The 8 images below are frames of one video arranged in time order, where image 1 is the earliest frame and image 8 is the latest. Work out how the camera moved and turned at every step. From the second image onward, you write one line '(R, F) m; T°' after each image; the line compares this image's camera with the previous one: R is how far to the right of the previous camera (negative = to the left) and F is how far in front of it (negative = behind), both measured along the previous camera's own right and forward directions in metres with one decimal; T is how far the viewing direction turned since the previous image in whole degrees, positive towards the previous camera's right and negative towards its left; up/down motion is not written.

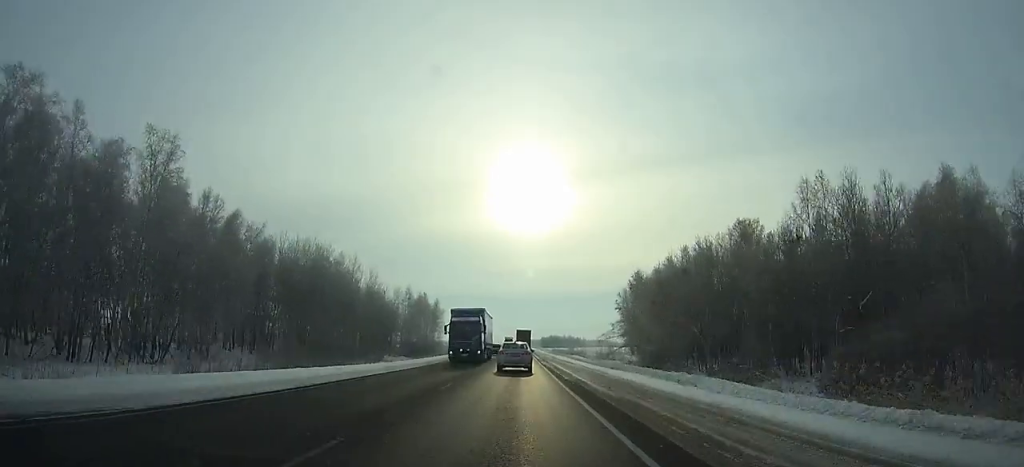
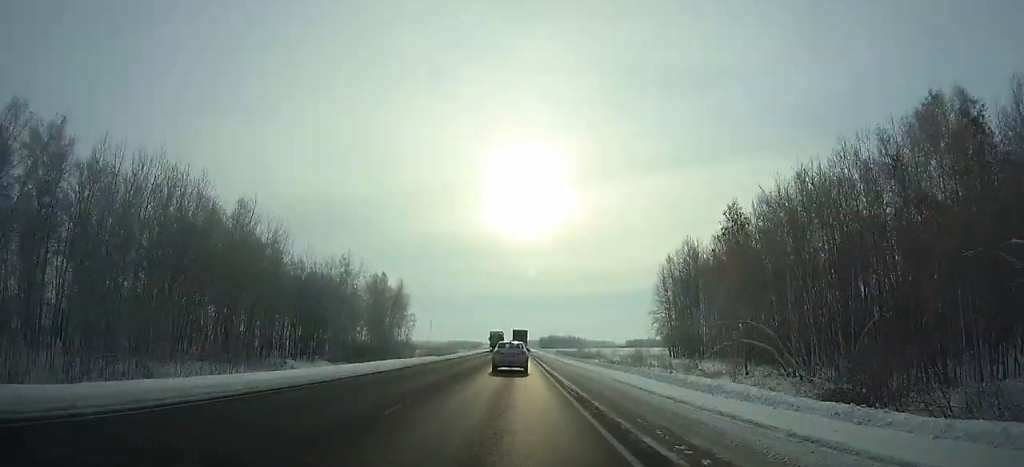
(+0.1, +42.3) m; 0°
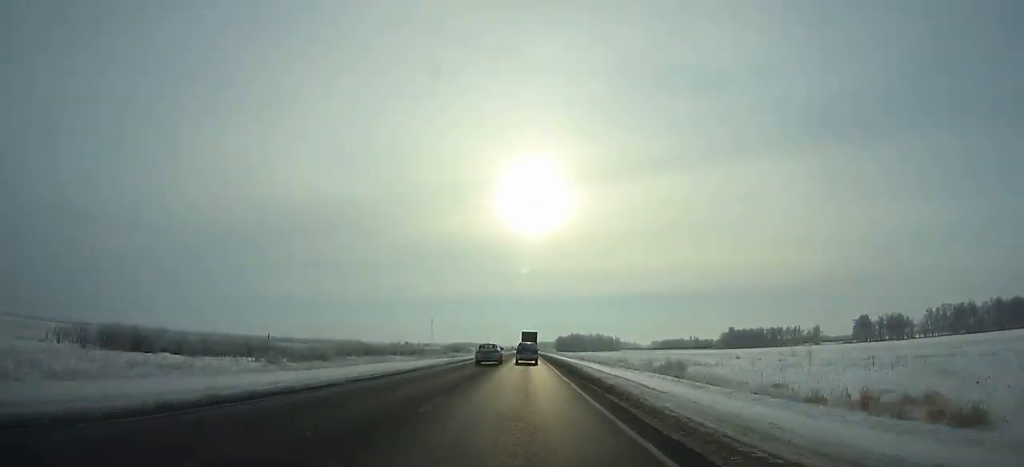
(-0.7, +154.8) m; 0°
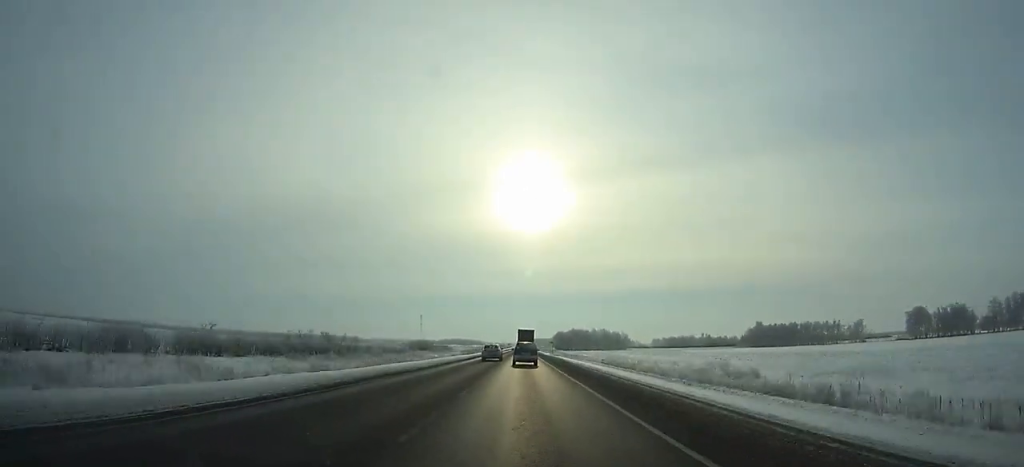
(+0.1, +62.2) m; 0°
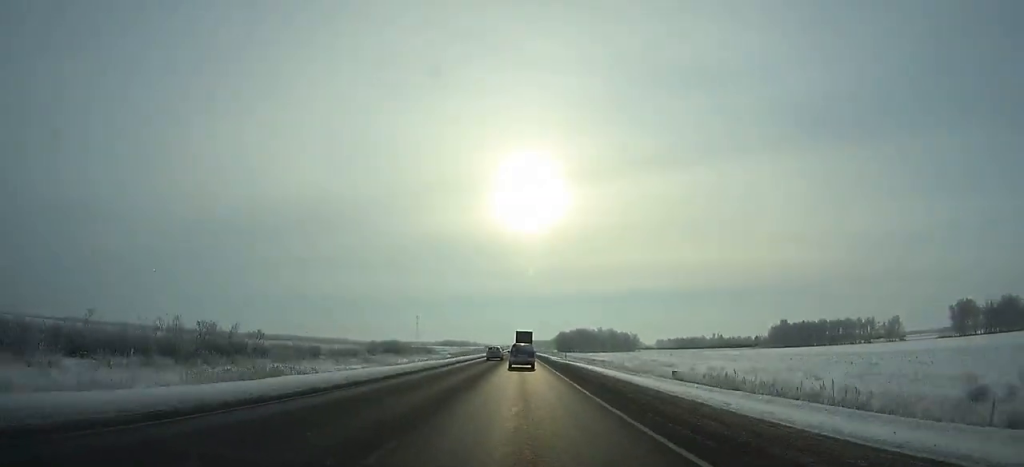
(0.0, +38.2) m; 0°
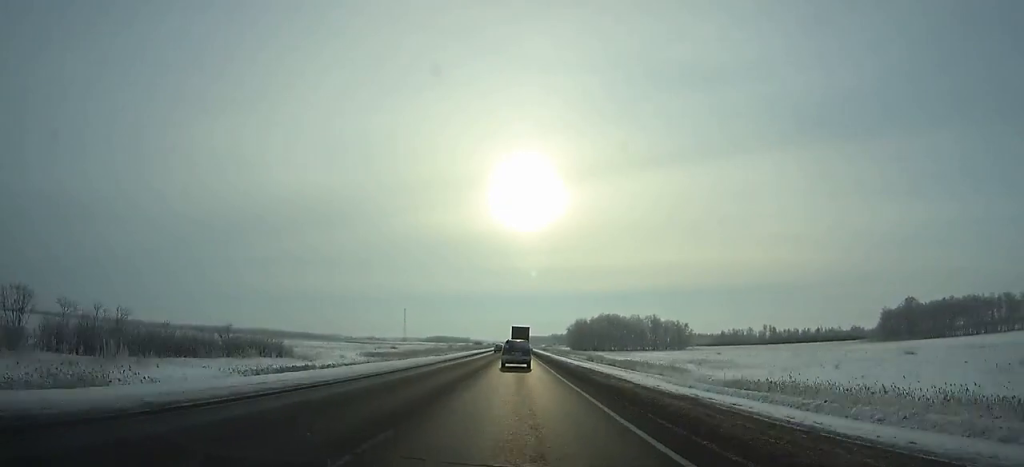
(+0.1, +118.7) m; 0°
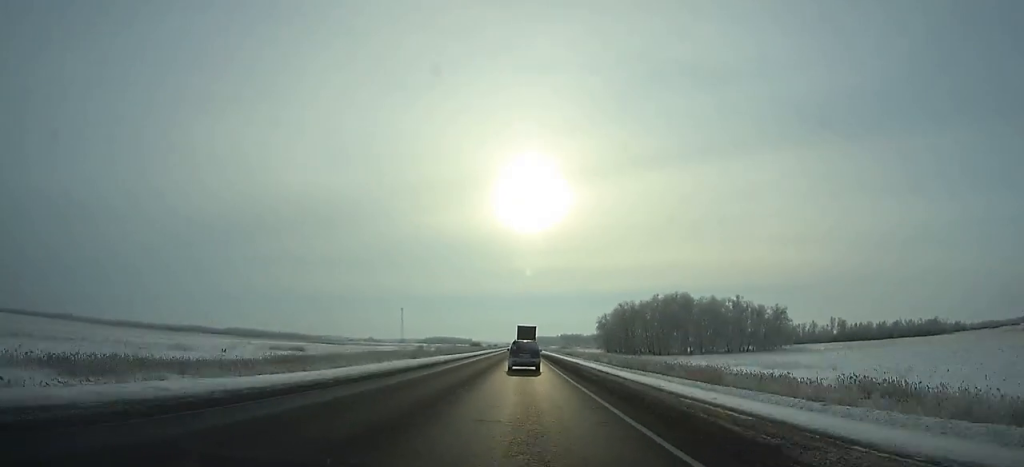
(-0.2, +87.3) m; 0°
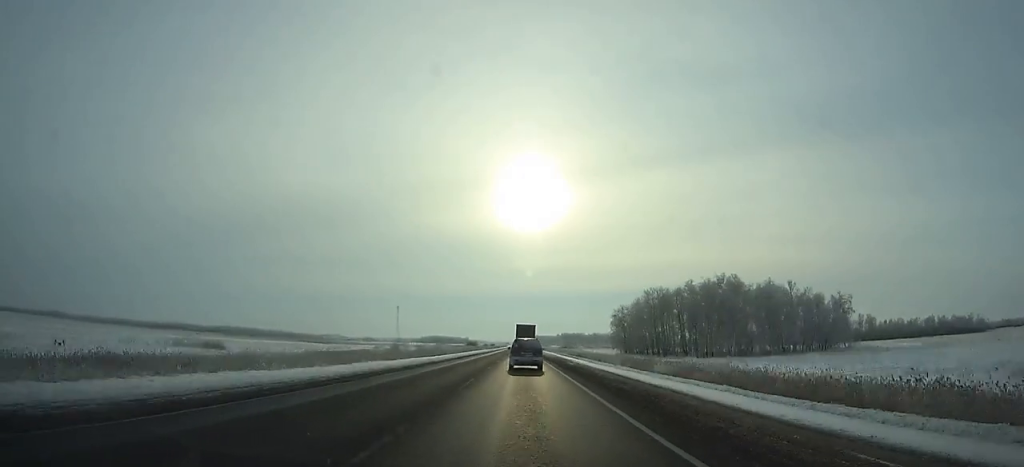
(0.0, +30.6) m; 0°
